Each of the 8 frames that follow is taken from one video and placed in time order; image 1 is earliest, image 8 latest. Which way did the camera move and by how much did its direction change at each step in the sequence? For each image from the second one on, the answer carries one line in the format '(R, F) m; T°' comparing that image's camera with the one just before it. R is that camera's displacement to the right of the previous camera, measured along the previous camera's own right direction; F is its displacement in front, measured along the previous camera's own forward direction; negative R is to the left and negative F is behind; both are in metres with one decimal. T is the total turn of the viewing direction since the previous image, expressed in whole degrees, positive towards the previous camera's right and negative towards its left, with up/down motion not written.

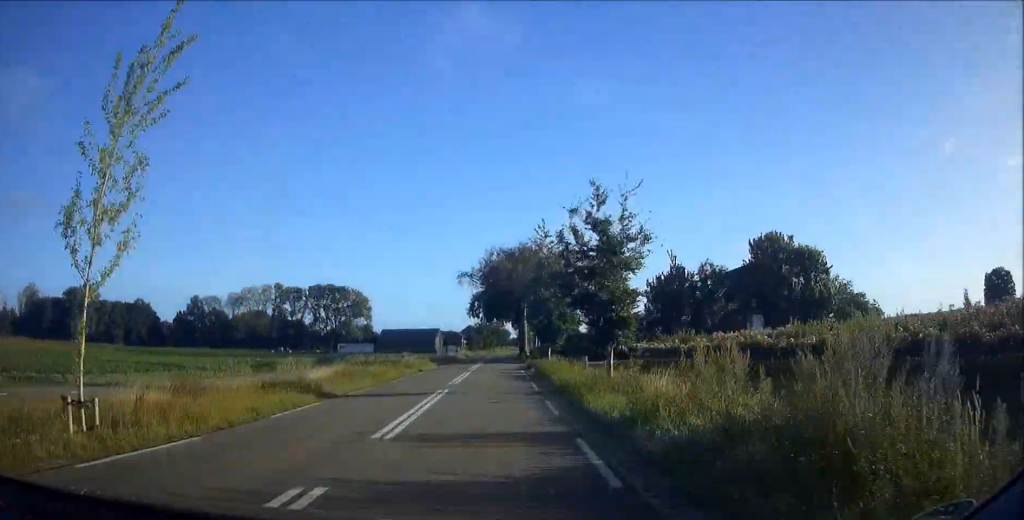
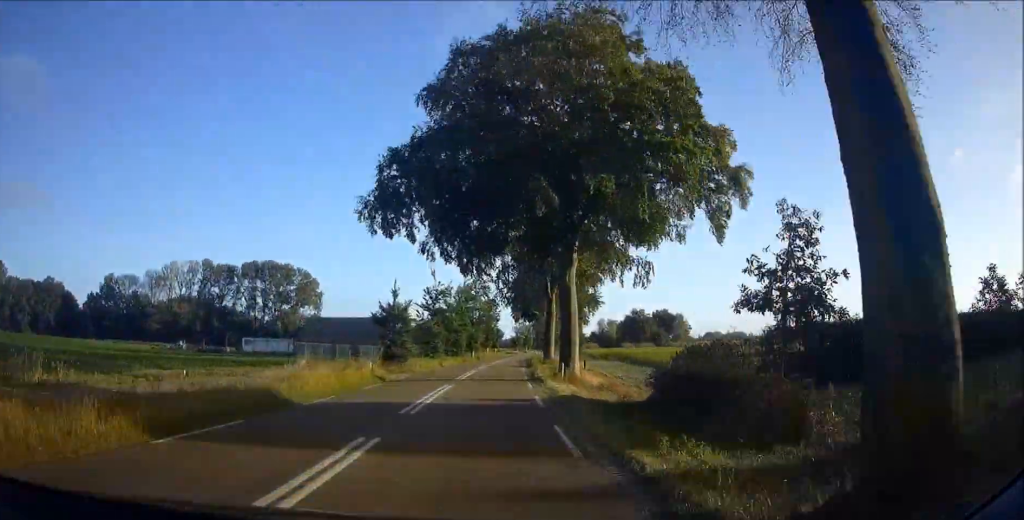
(+0.5, +70.8) m; +2°
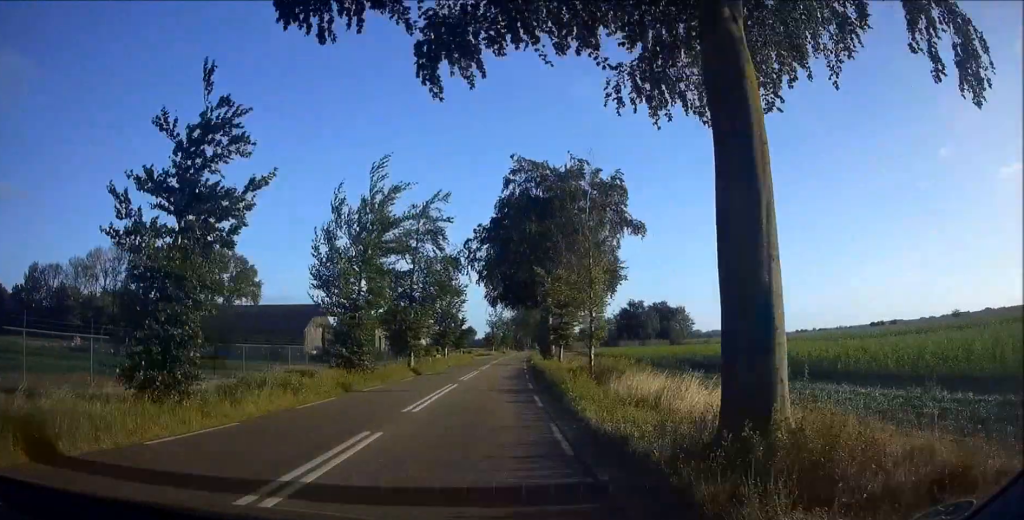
(+0.4, +36.3) m; +2°
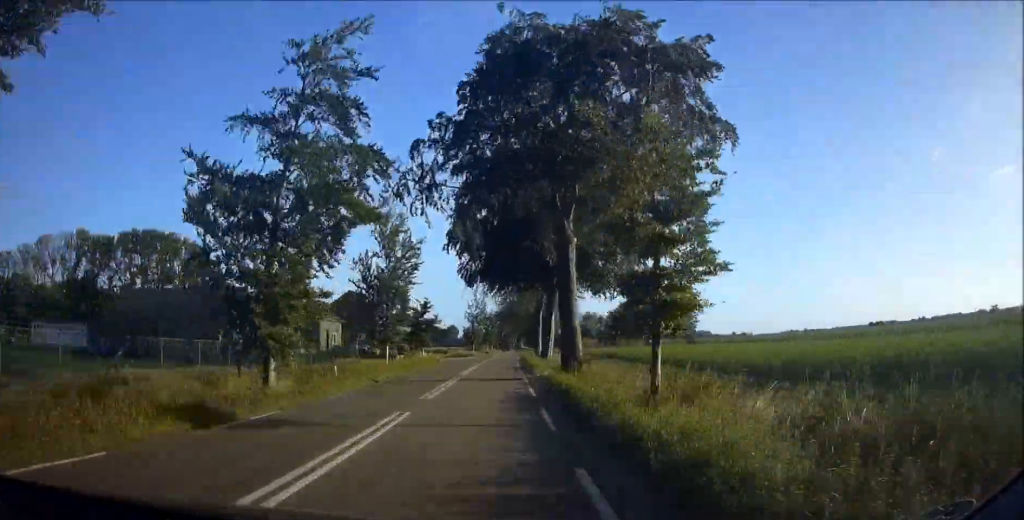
(+0.4, +22.2) m; +1°
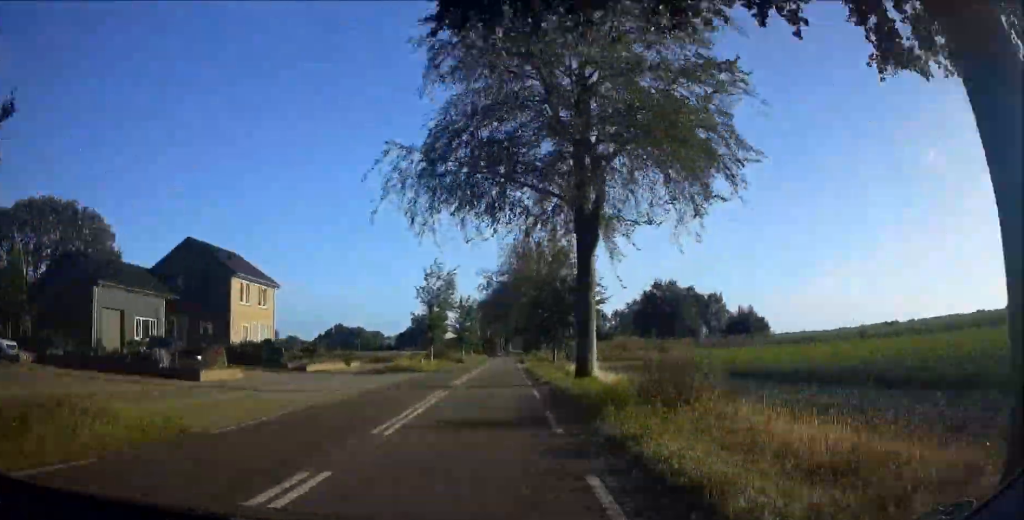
(+0.7, +42.8) m; +1°
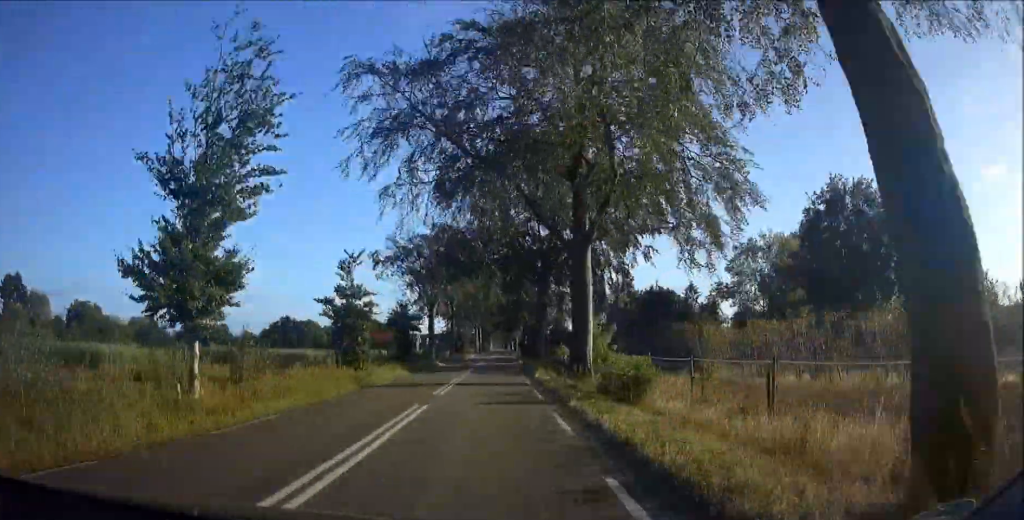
(+1.1, +79.1) m; +1°
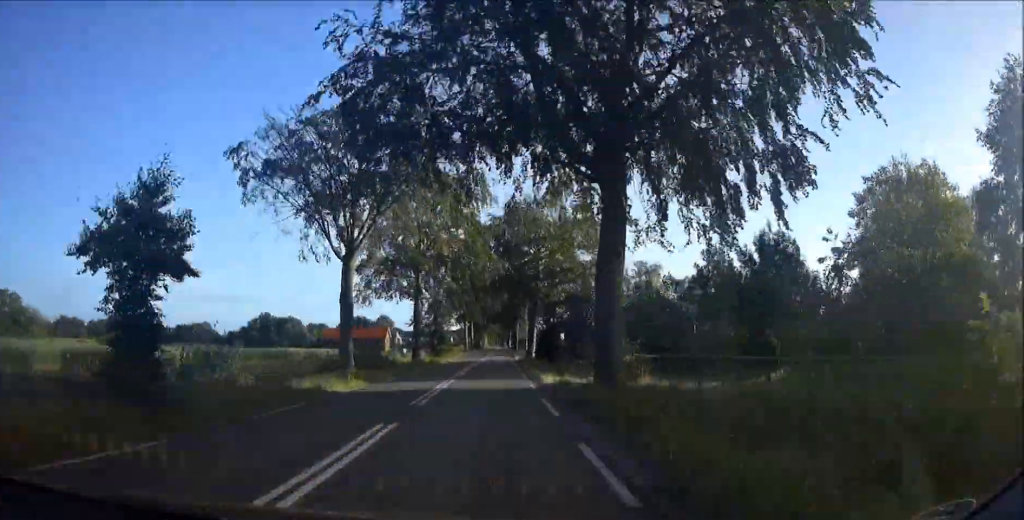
(+0.1, +28.4) m; 0°
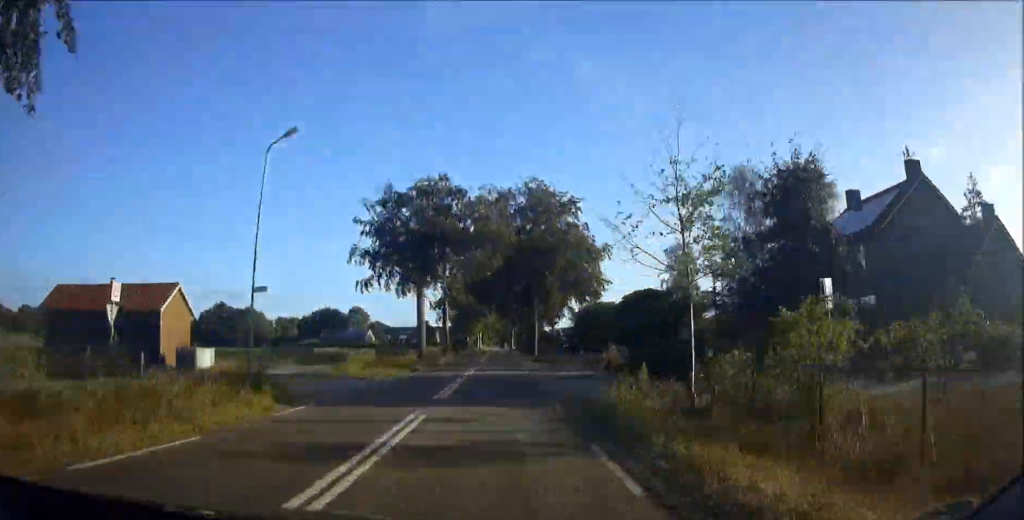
(0.0, +59.8) m; 0°
